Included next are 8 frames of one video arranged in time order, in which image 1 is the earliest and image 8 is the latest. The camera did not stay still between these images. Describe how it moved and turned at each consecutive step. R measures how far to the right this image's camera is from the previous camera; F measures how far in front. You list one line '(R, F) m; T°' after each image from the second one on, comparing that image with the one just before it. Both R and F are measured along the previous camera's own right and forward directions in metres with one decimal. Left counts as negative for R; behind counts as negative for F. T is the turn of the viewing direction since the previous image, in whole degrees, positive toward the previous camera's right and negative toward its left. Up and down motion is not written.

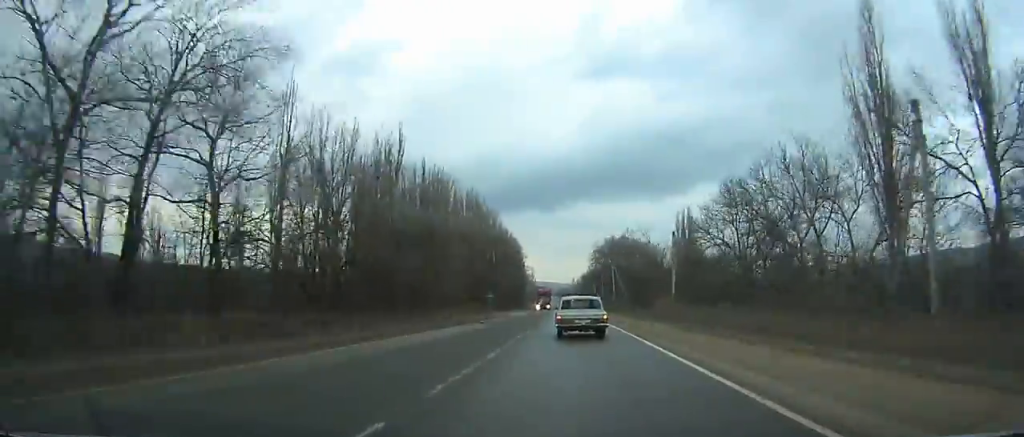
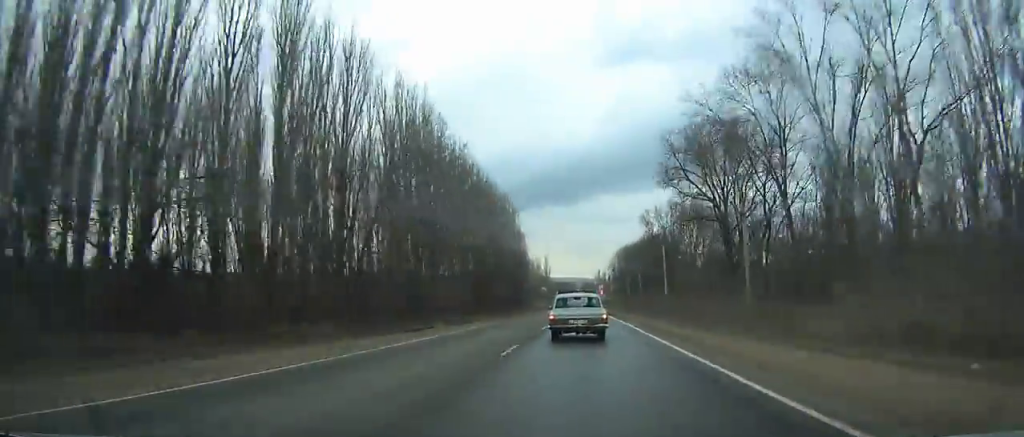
(-2.8, +104.5) m; -1°
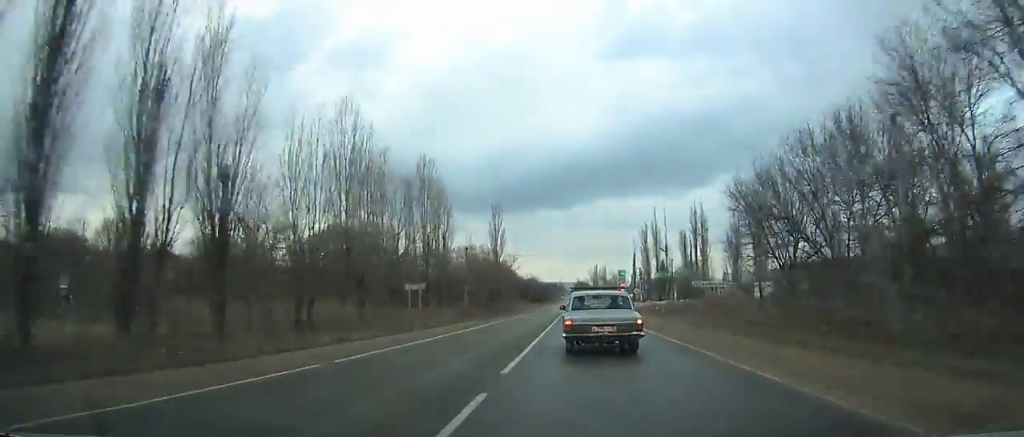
(+0.9, +167.3) m; +1°
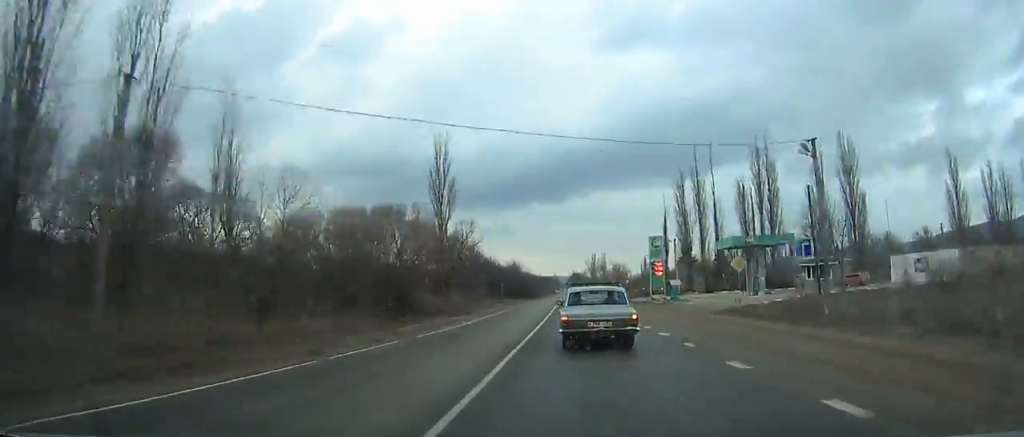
(+0.2, +54.8) m; 0°
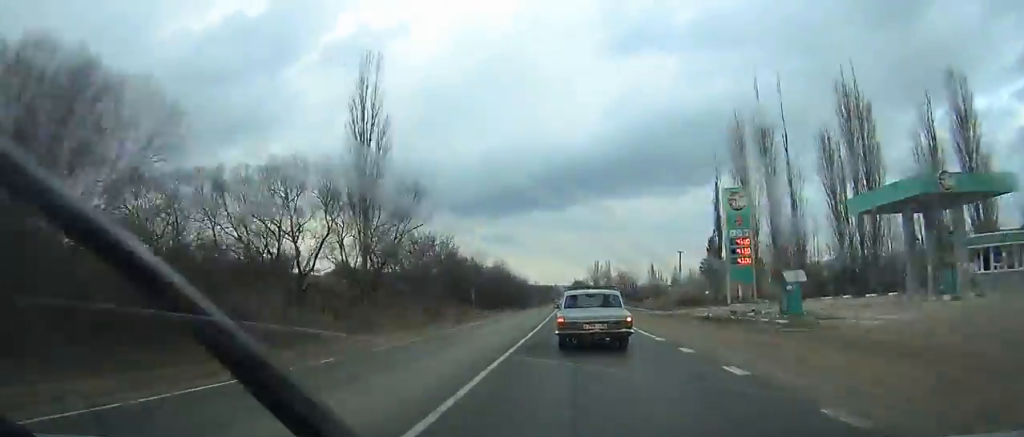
(+0.1, +32.2) m; 0°
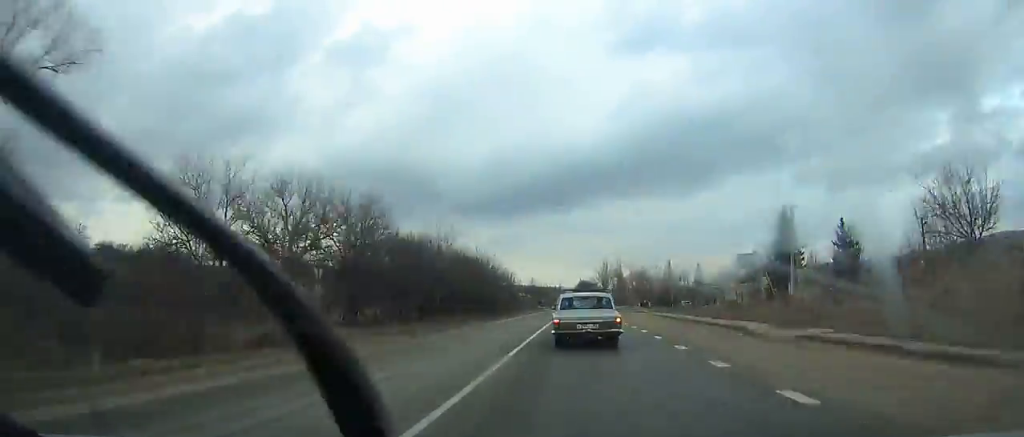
(0.0, +46.5) m; 0°
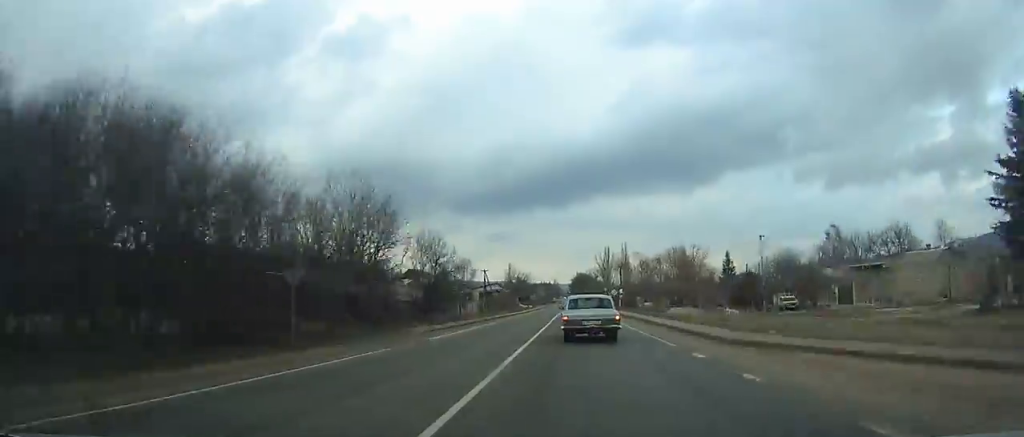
(-0.1, +58.6) m; 0°
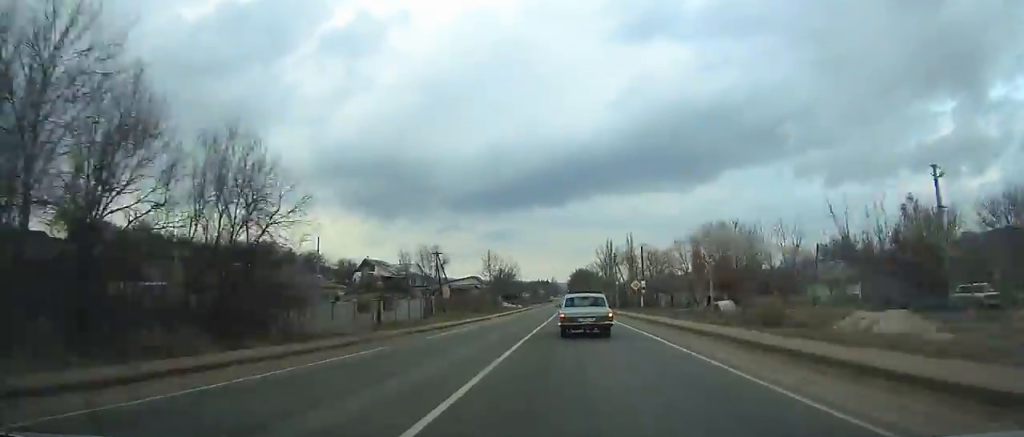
(0.0, +31.8) m; 0°
